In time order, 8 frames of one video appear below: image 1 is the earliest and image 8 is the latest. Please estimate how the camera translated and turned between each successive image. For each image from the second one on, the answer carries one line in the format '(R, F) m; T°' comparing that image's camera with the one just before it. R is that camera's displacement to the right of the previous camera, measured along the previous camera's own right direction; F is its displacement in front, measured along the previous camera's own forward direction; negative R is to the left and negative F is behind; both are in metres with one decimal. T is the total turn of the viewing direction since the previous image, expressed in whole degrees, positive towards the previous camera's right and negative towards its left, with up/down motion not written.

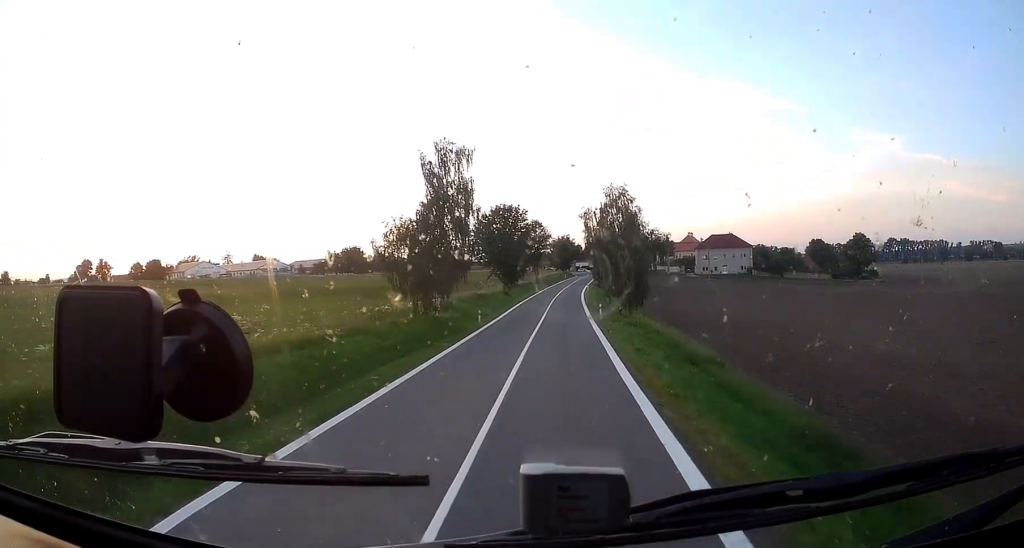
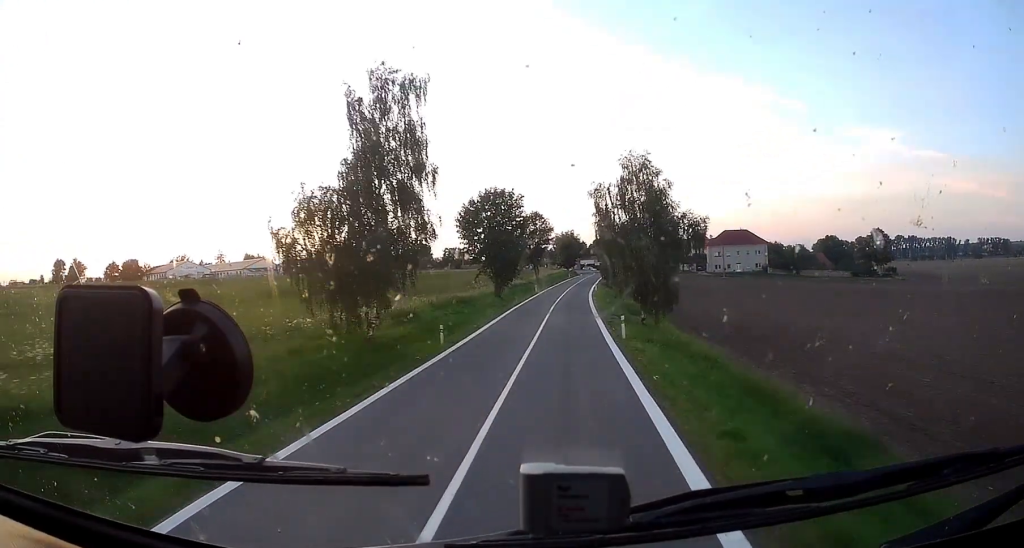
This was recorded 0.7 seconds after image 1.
(-0.4, +13.0) m; -1°
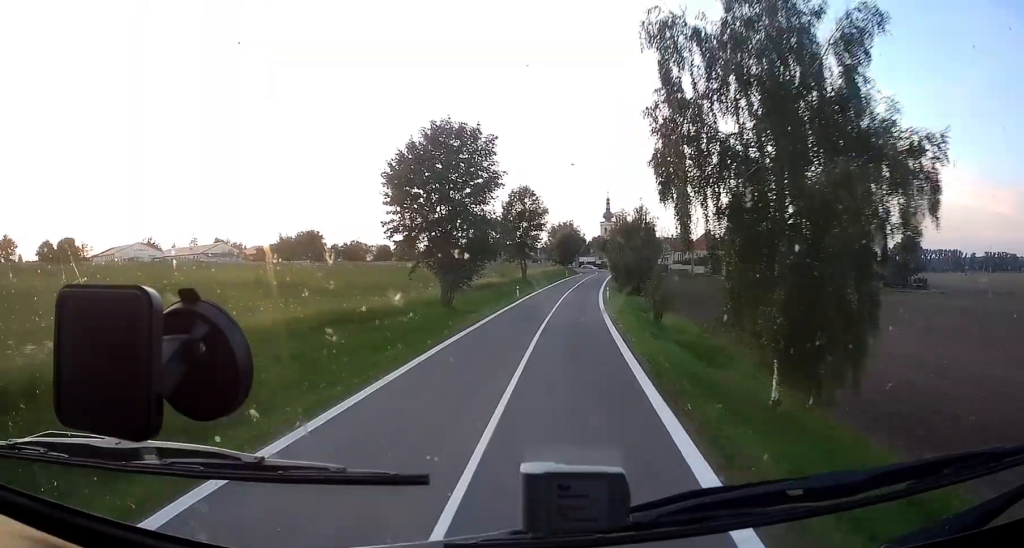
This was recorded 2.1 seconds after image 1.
(+0.1, +25.4) m; +1°
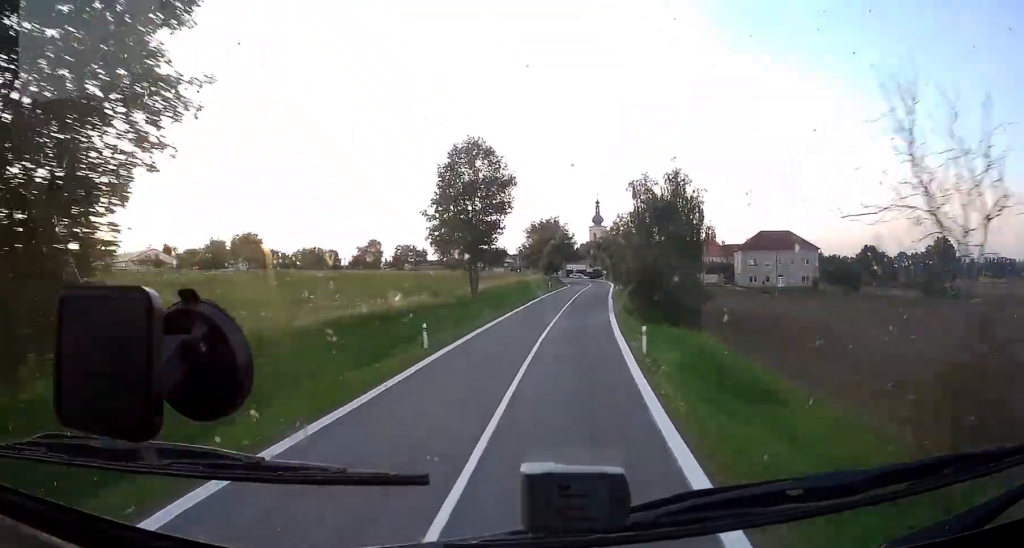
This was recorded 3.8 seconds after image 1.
(+1.3, +29.5) m; +4°
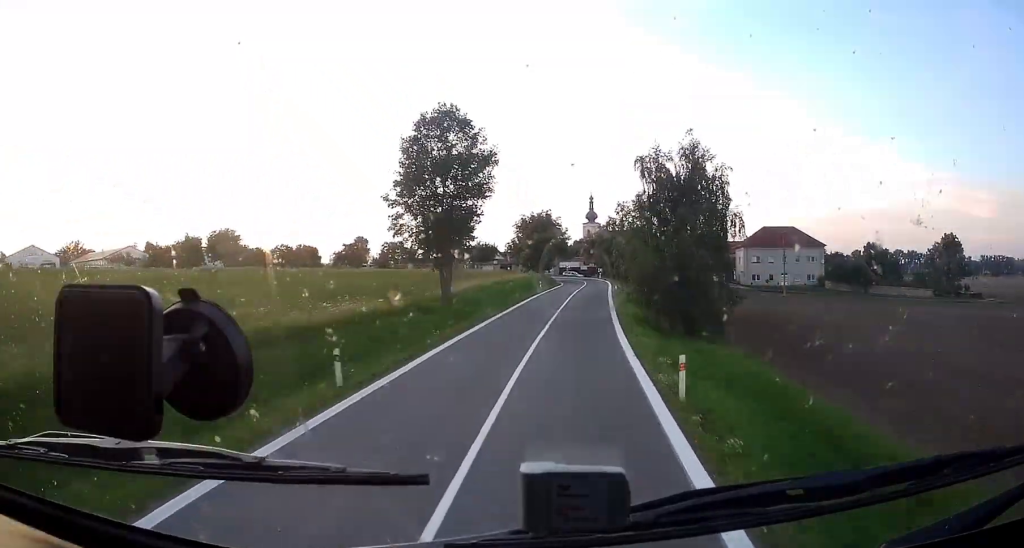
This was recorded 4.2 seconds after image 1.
(0.0, +7.7) m; +1°
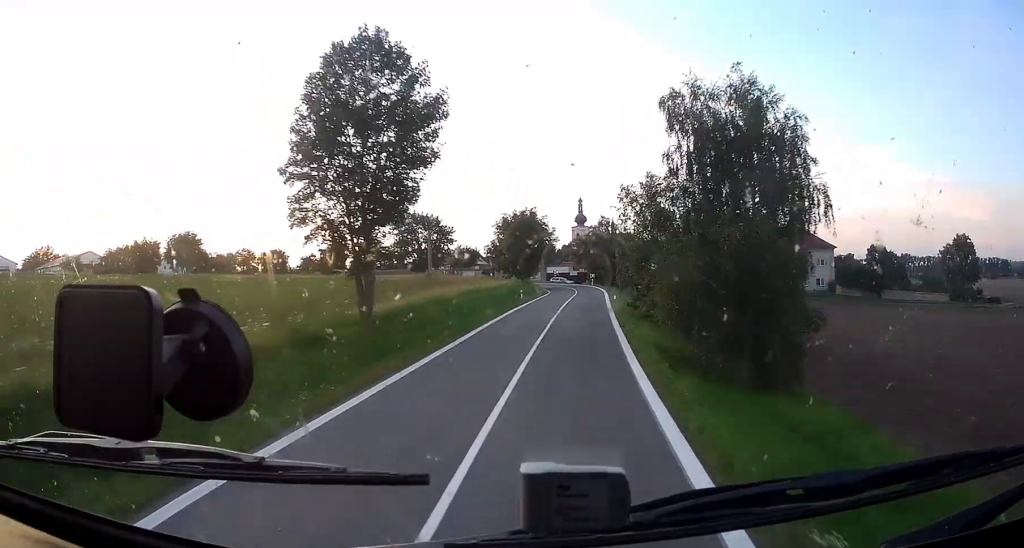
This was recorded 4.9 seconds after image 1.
(-0.2, +11.8) m; +1°
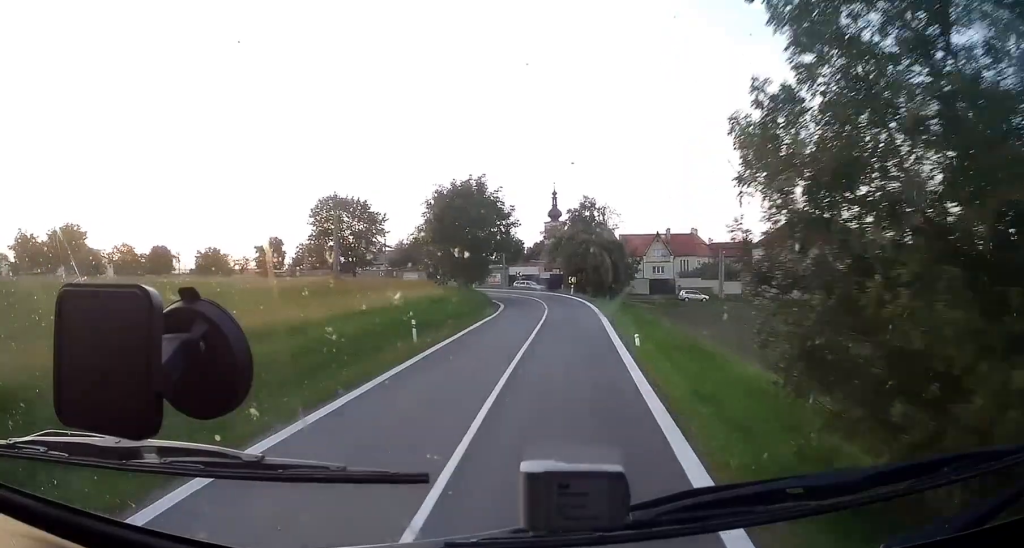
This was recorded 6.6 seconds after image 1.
(+0.5, +28.1) m; +2°
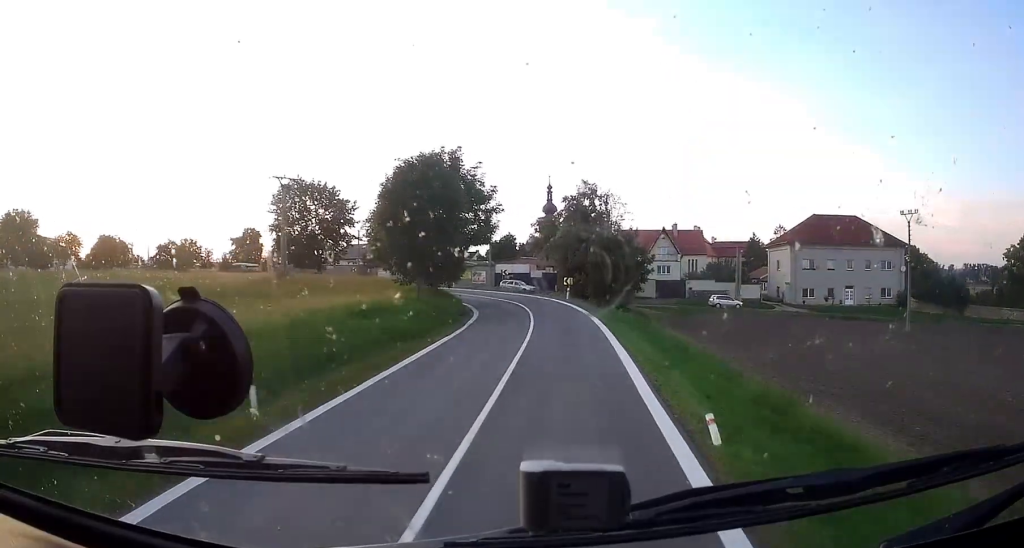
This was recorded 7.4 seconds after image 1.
(+0.2, +10.8) m; 0°
